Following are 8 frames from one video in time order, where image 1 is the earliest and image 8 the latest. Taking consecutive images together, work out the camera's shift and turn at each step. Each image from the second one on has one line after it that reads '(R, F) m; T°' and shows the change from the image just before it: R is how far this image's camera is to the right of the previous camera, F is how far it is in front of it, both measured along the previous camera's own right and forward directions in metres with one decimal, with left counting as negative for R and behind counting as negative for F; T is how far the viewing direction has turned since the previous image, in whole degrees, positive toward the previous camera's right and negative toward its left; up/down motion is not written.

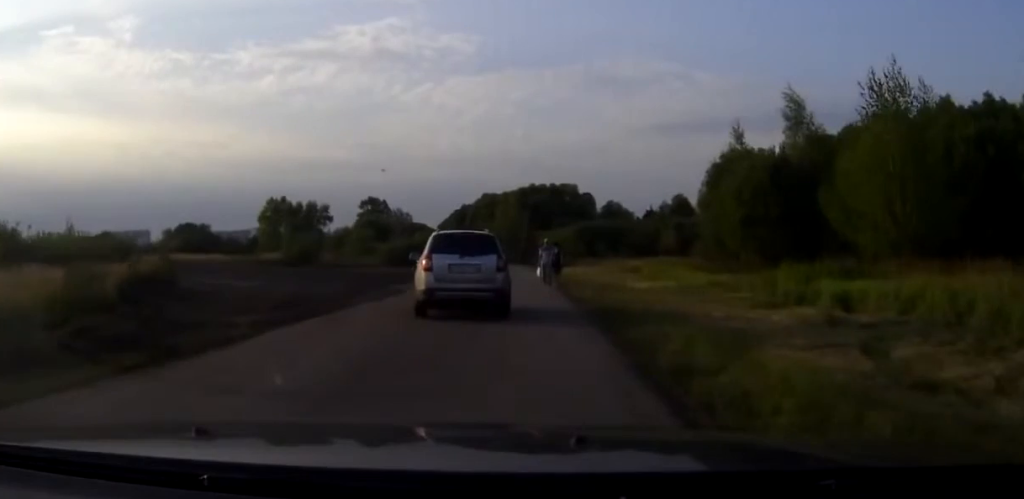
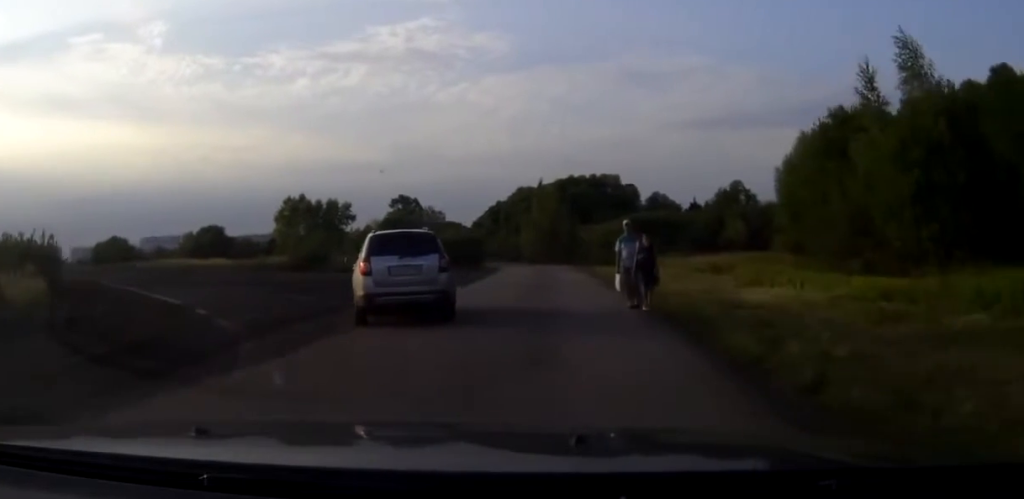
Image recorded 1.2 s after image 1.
(-0.2, +12.2) m; -3°
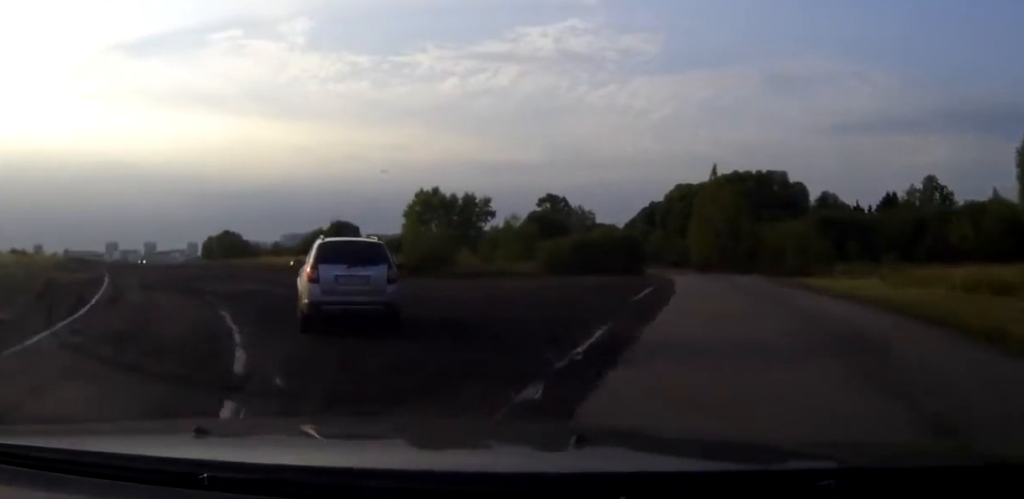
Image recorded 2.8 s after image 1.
(-1.4, +15.7) m; -12°
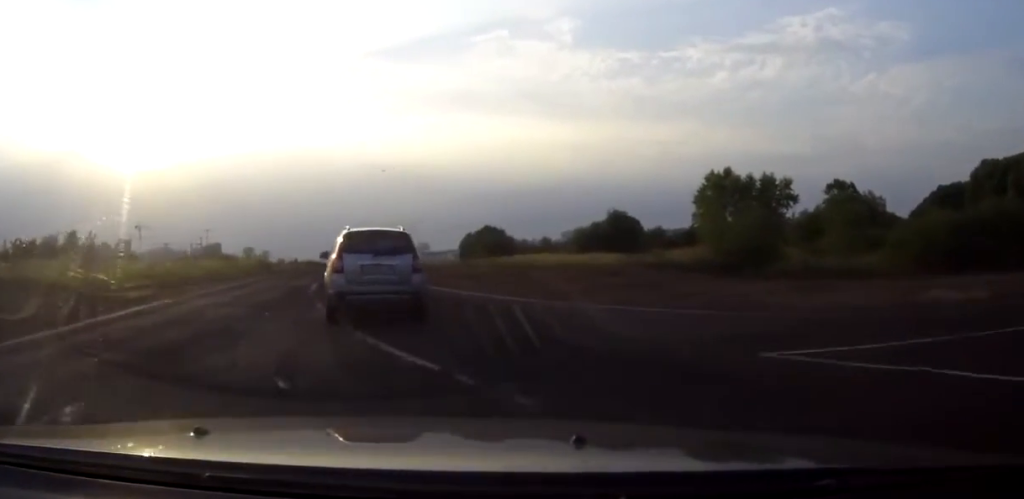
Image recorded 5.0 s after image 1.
(-3.5, +19.9) m; -19°
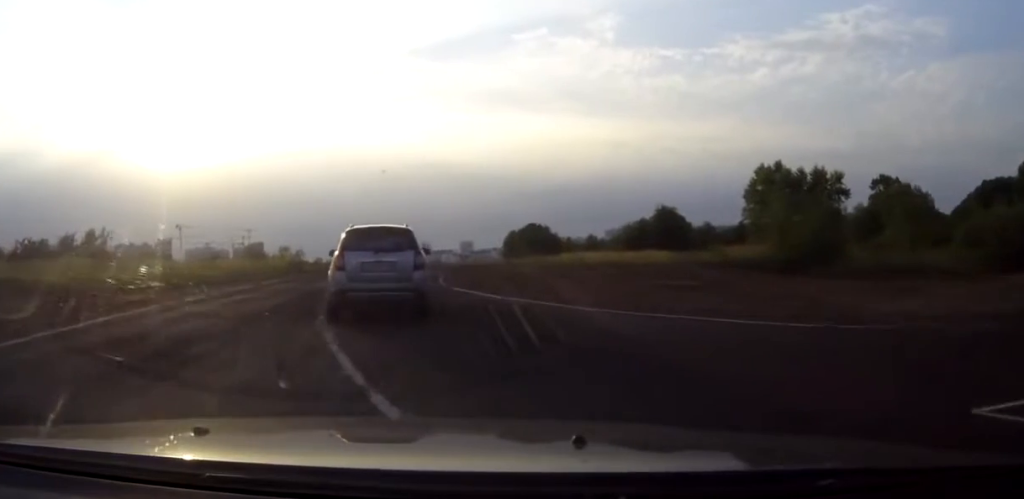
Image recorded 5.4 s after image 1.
(-0.1, +3.7) m; -3°
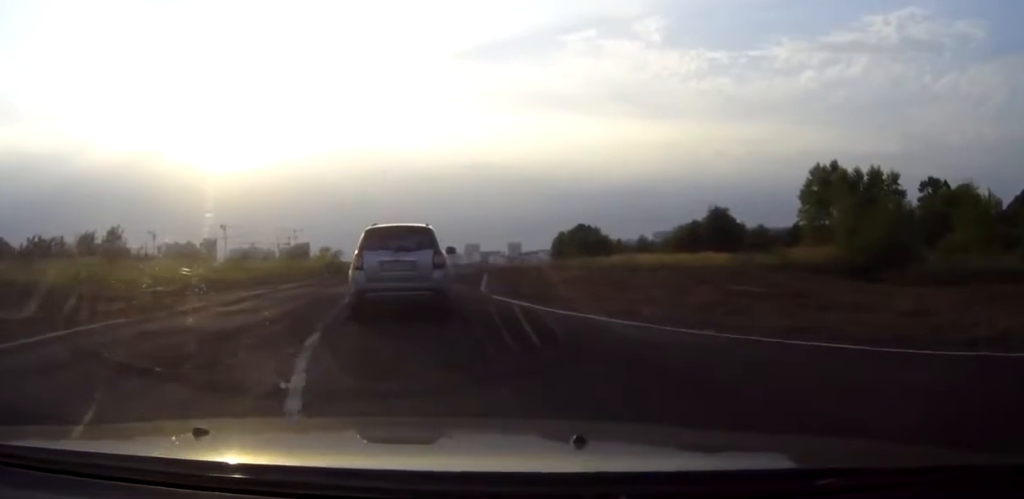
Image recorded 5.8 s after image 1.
(-0.2, +3.7) m; -3°
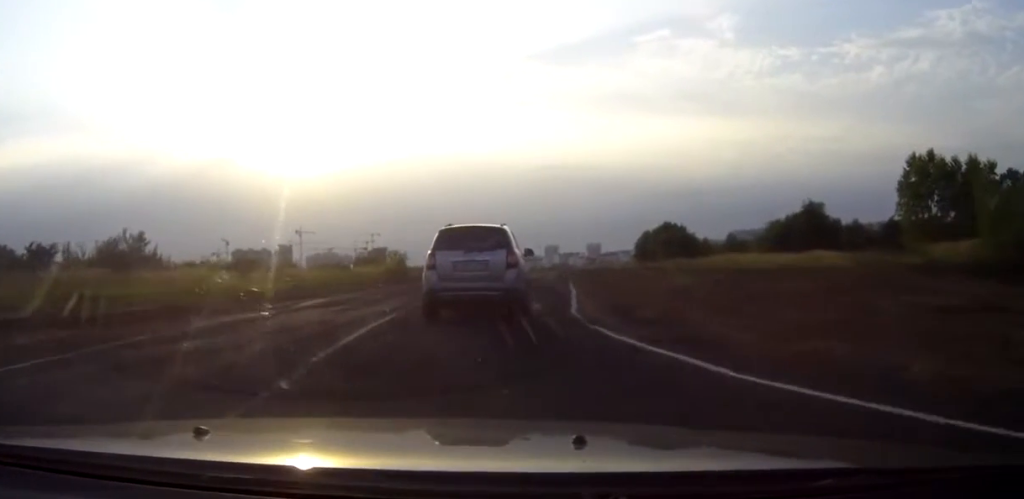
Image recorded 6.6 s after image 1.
(-0.5, +7.8) m; -5°
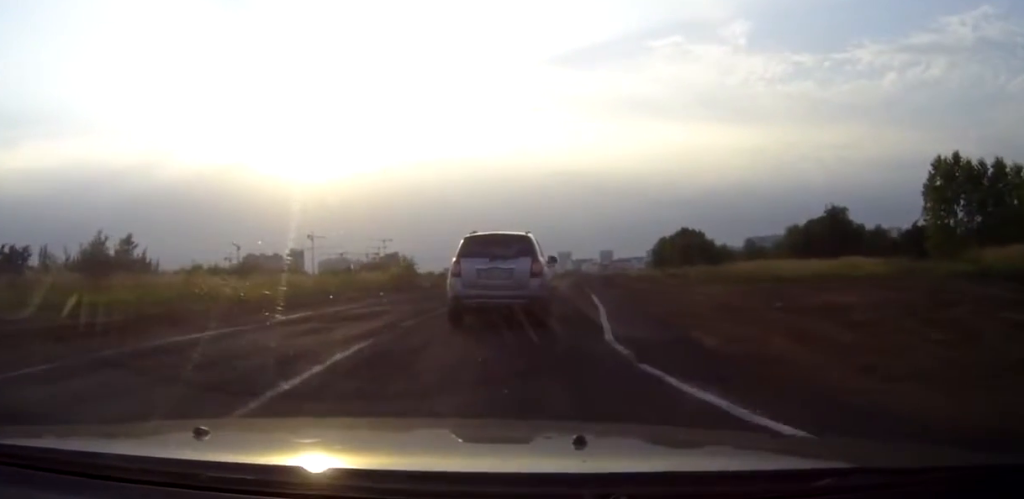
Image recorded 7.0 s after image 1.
(-0.1, +3.7) m; -2°
